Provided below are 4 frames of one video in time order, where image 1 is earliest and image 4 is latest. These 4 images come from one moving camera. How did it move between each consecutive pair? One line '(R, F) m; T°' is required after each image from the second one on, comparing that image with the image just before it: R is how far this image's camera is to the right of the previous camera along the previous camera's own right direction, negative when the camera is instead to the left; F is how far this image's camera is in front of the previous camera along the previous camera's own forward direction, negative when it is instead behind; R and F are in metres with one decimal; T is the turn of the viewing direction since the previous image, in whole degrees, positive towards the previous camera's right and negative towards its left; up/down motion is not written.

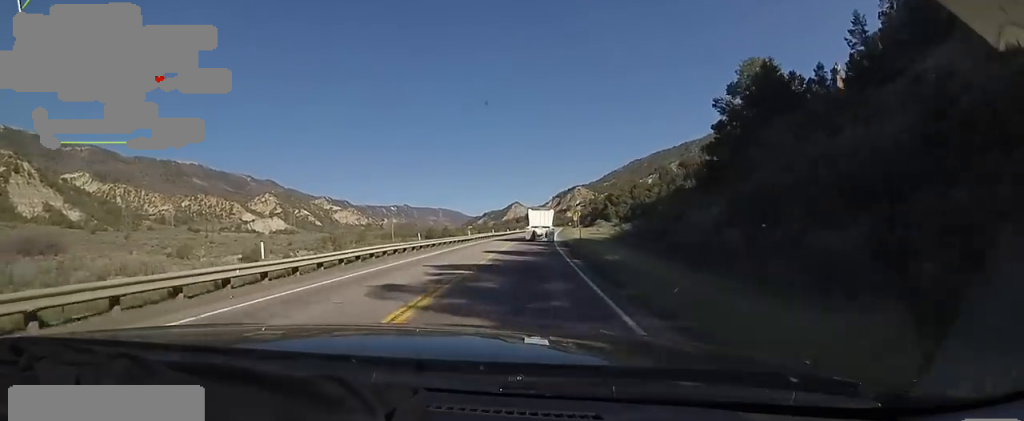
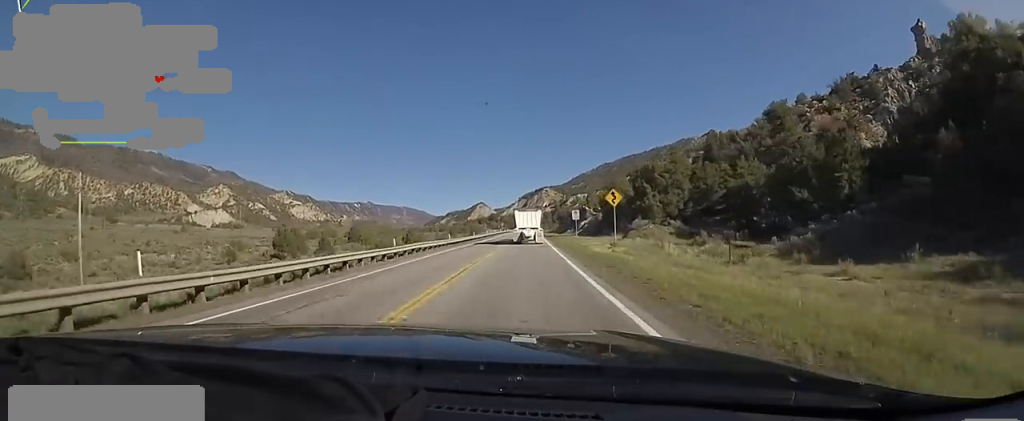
(+2.3, +62.5) m; +3°
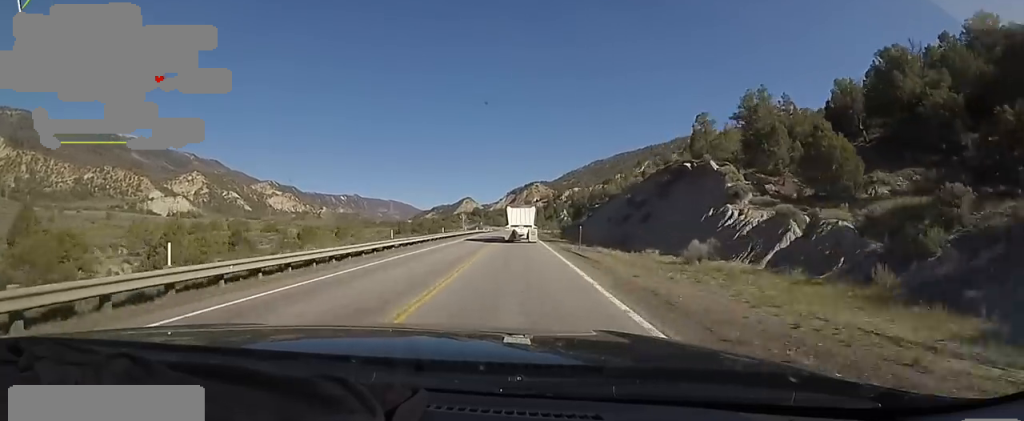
(+2.5, +75.7) m; +2°
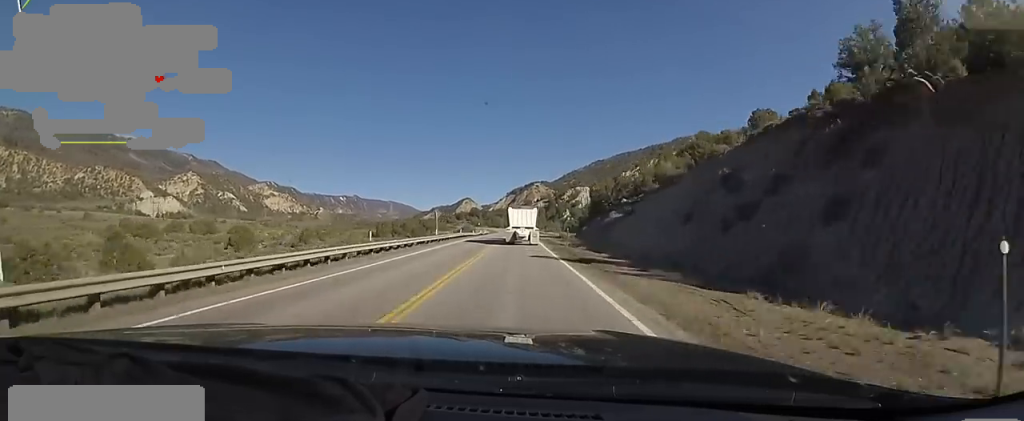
(+0.4, +23.0) m; 0°
